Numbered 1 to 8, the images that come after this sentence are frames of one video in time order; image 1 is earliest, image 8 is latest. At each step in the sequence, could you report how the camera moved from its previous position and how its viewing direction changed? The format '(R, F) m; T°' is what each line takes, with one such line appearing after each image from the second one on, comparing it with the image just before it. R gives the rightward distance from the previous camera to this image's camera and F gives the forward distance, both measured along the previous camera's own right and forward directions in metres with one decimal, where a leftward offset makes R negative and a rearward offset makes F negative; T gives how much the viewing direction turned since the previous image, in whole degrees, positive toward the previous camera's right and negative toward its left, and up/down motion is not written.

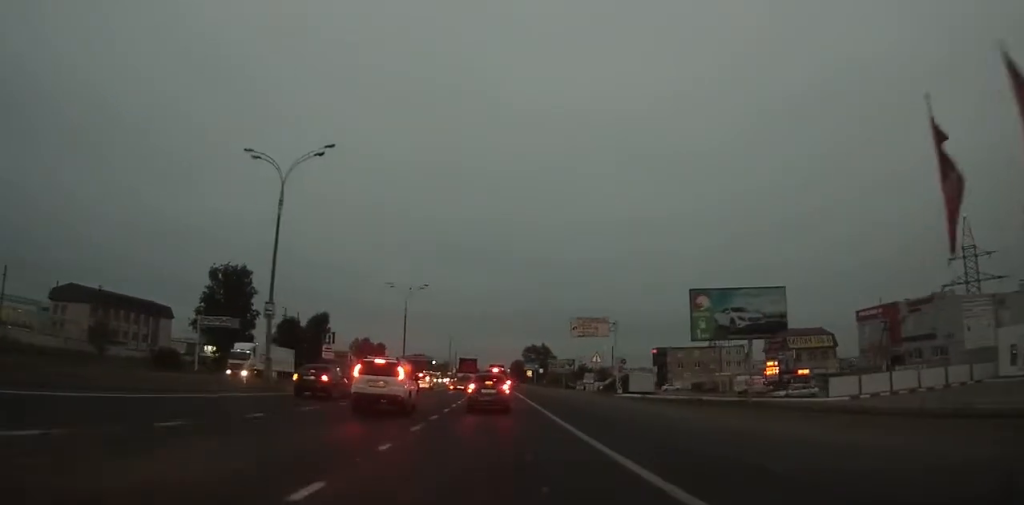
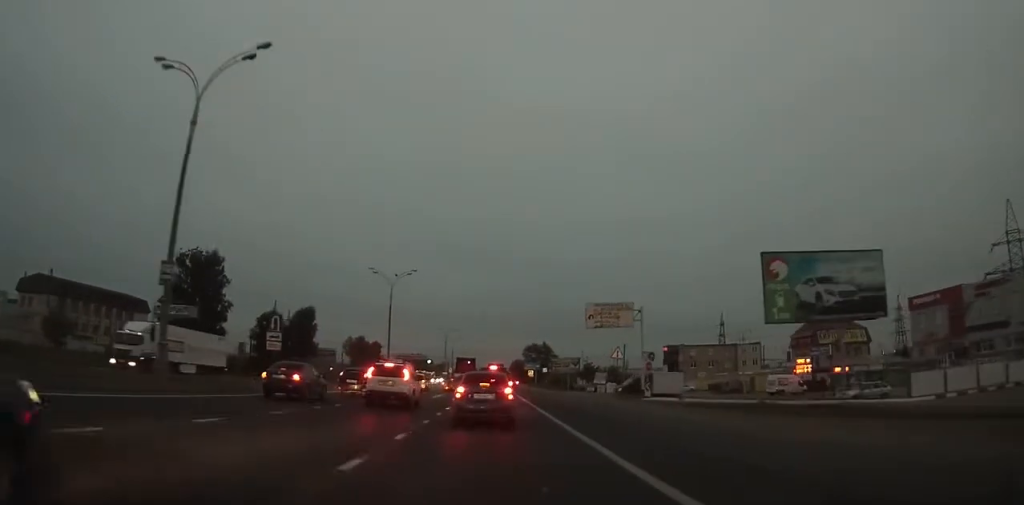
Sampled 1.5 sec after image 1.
(+0.1, +9.4) m; 0°
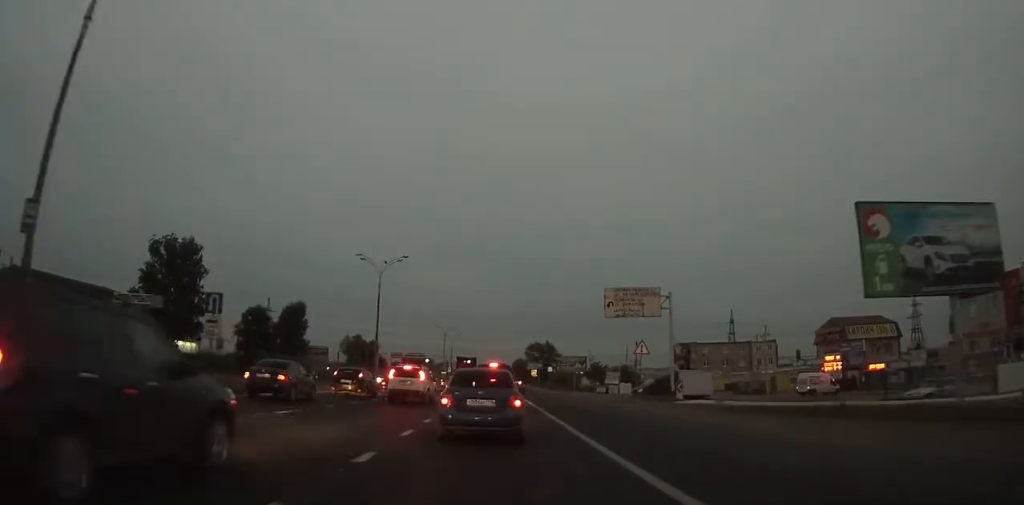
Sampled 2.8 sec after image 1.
(0.0, +6.6) m; 0°
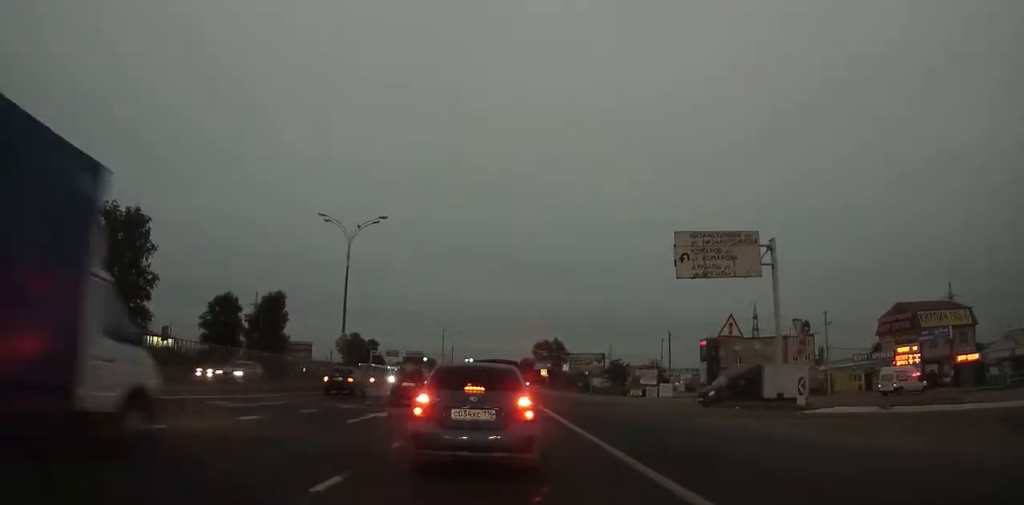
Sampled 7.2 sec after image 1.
(0.0, +17.3) m; -1°
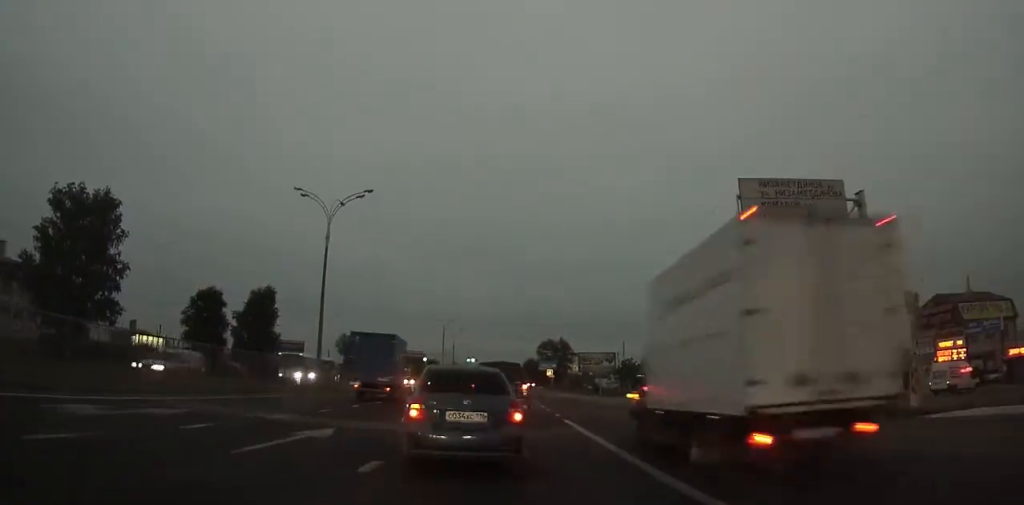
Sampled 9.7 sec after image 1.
(-0.1, +9.0) m; -1°
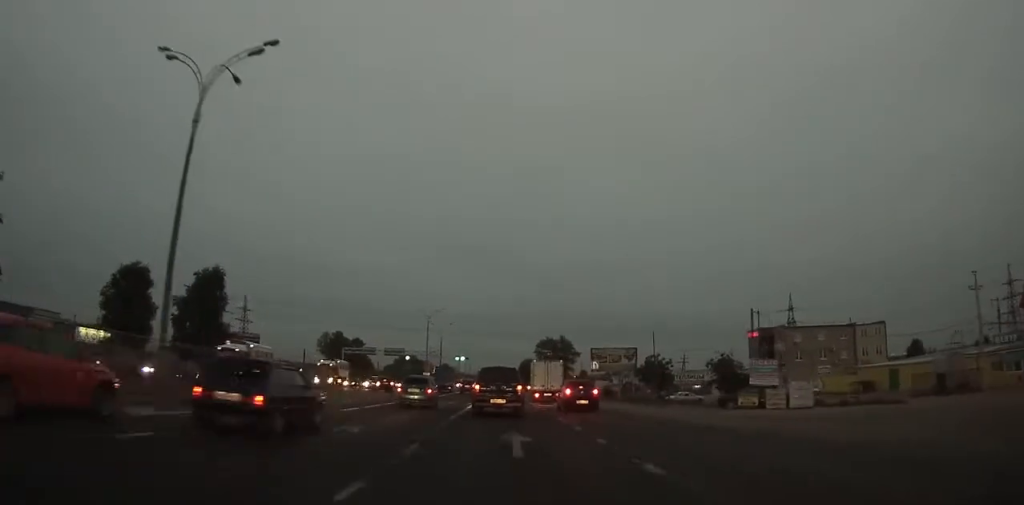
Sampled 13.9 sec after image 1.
(-0.2, +19.9) m; 0°
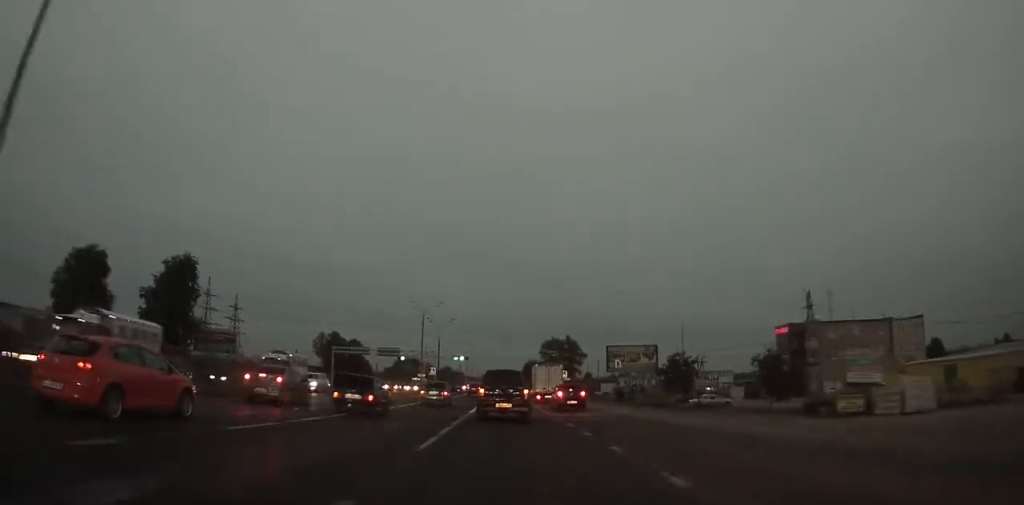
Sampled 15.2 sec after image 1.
(+0.1, +9.5) m; 0°
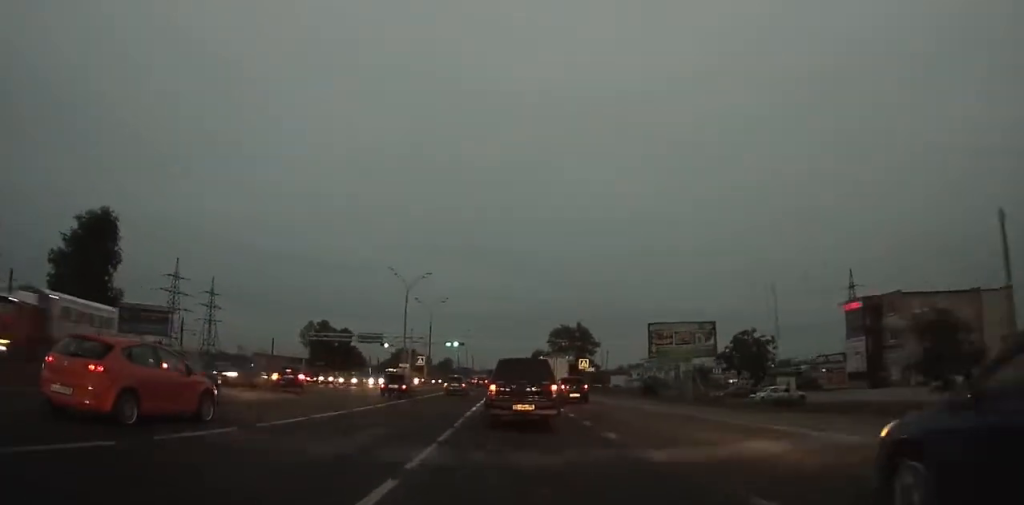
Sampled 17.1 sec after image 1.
(+0.1, +14.3) m; 0°
